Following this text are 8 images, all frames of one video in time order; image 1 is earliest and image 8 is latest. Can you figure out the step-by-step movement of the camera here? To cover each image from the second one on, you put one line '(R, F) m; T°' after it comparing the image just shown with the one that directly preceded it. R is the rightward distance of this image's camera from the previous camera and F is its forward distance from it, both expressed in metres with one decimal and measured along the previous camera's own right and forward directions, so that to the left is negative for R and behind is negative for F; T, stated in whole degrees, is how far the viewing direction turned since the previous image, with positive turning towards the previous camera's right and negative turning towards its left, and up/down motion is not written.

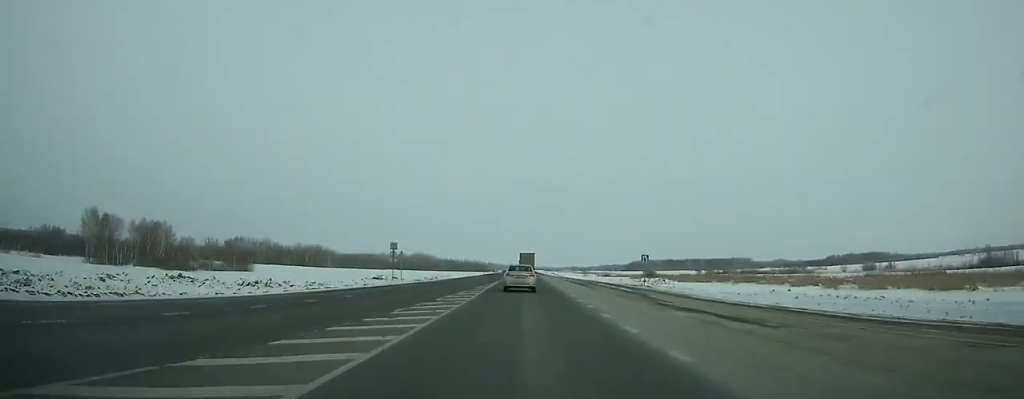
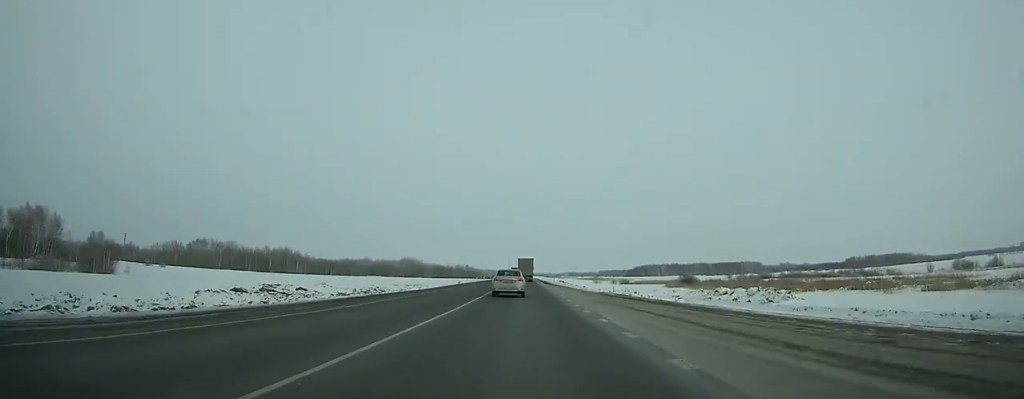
(+0.1, +57.9) m; 0°
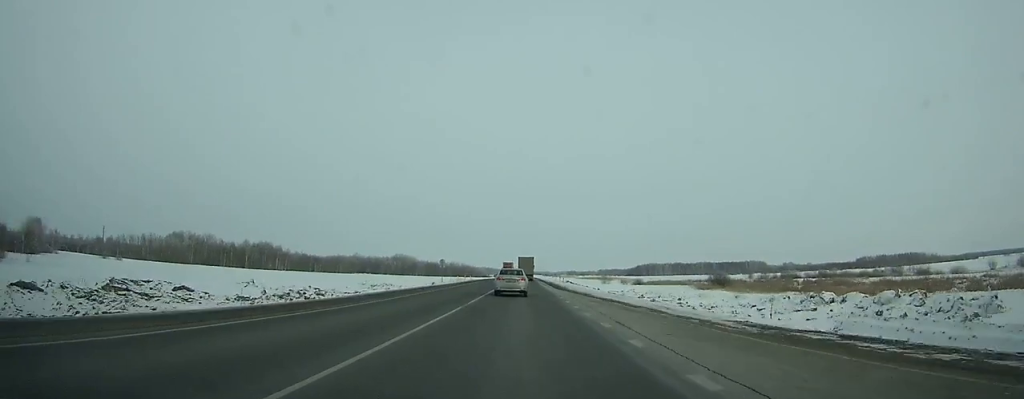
(0.0, +28.9) m; 0°
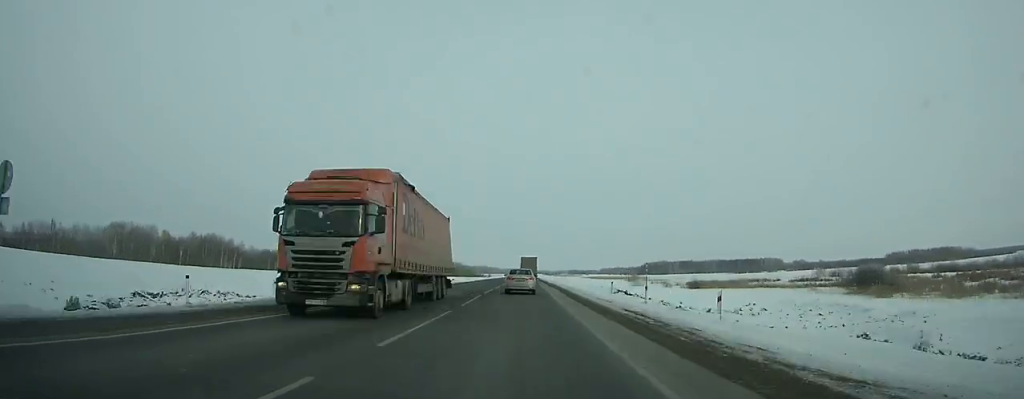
(0.0, +67.3) m; 0°
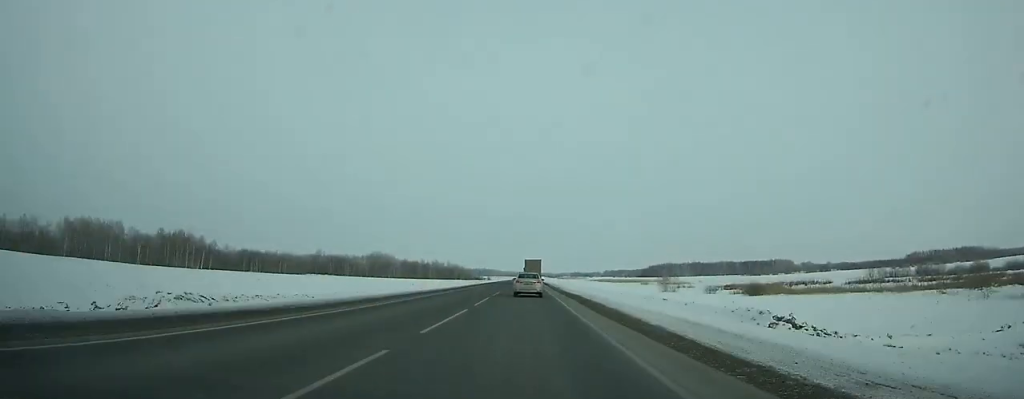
(-0.1, +34.2) m; 0°
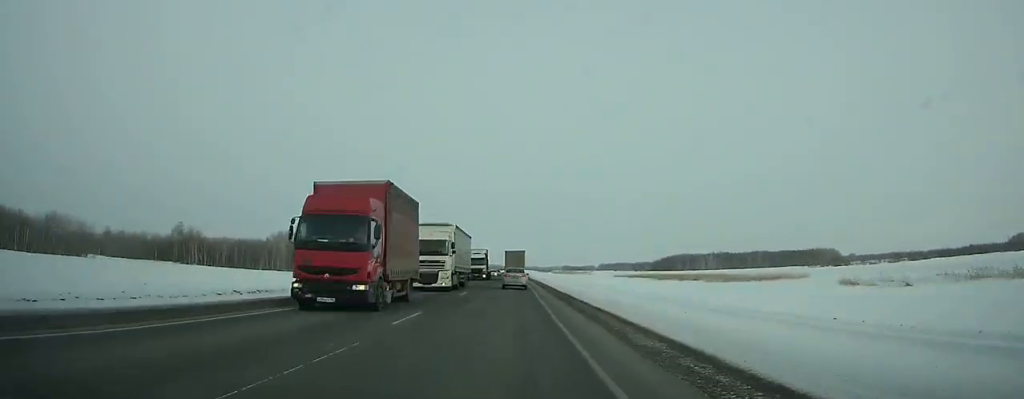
(+1.6, +172.7) m; 0°
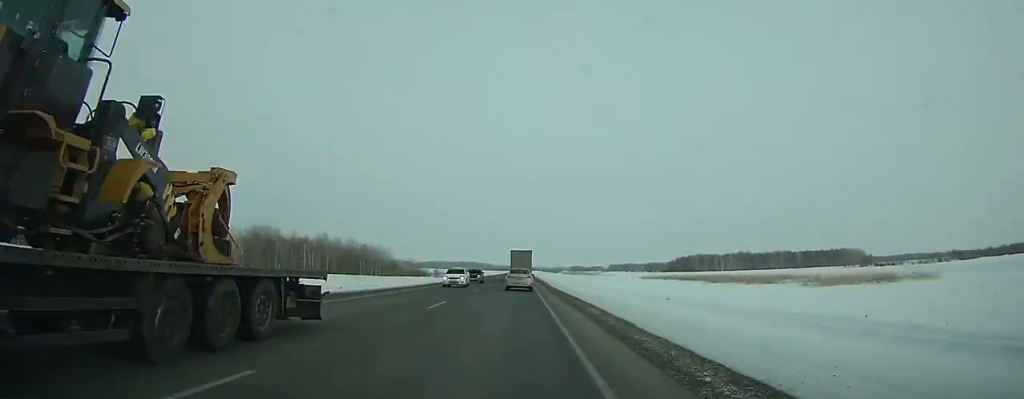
(-0.3, +42.6) m; 0°
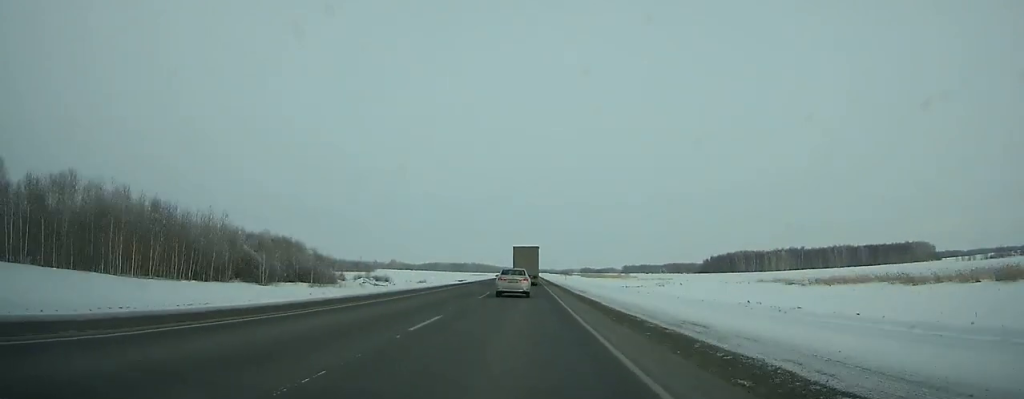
(-0.2, +116.4) m; 0°
